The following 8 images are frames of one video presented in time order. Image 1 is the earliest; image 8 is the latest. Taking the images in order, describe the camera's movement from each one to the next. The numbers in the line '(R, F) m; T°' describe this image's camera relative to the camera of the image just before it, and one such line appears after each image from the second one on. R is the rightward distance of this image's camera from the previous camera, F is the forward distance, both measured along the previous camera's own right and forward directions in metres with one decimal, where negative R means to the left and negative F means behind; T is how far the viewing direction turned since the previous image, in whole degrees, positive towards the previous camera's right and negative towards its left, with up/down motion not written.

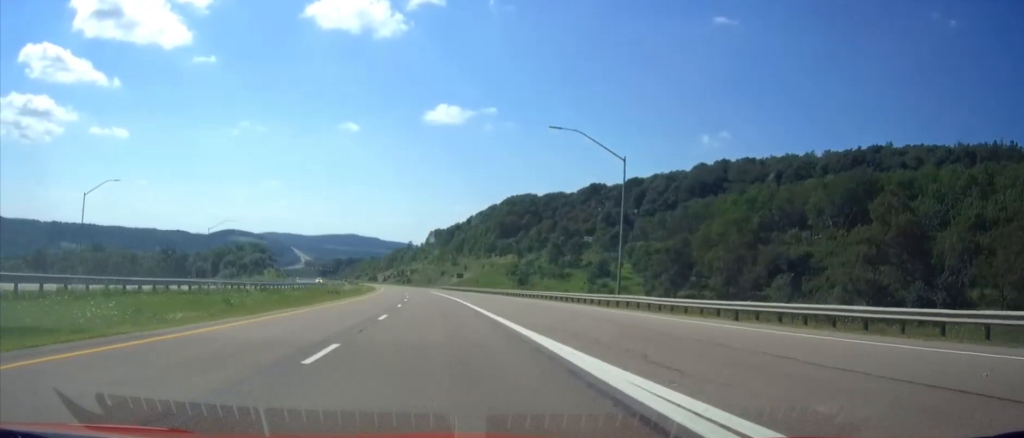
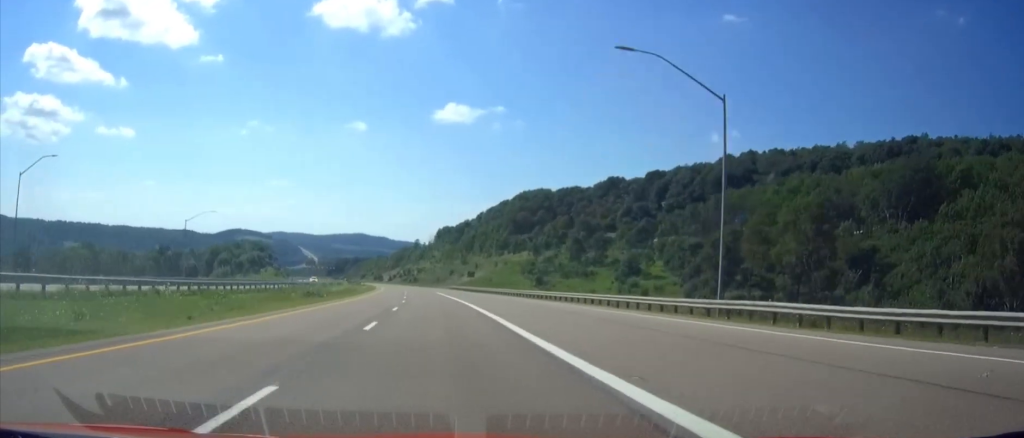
(0.0, +17.1) m; -1°
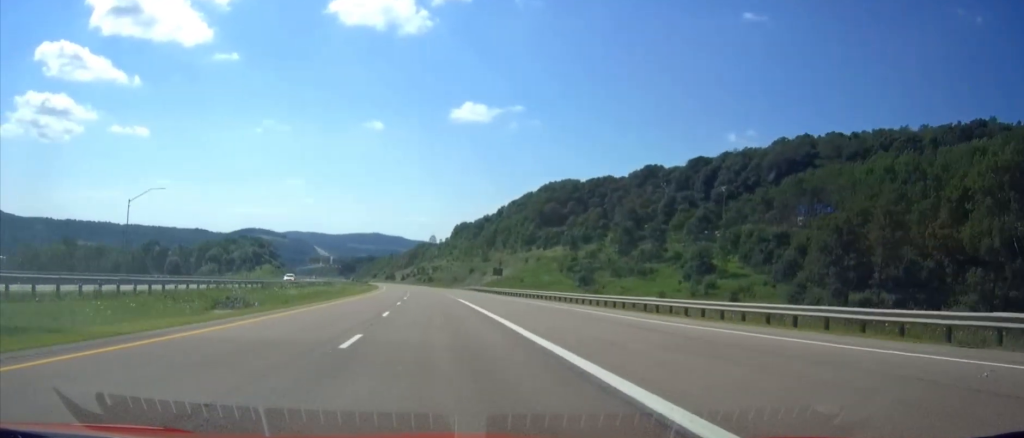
(-0.3, +29.6) m; -1°
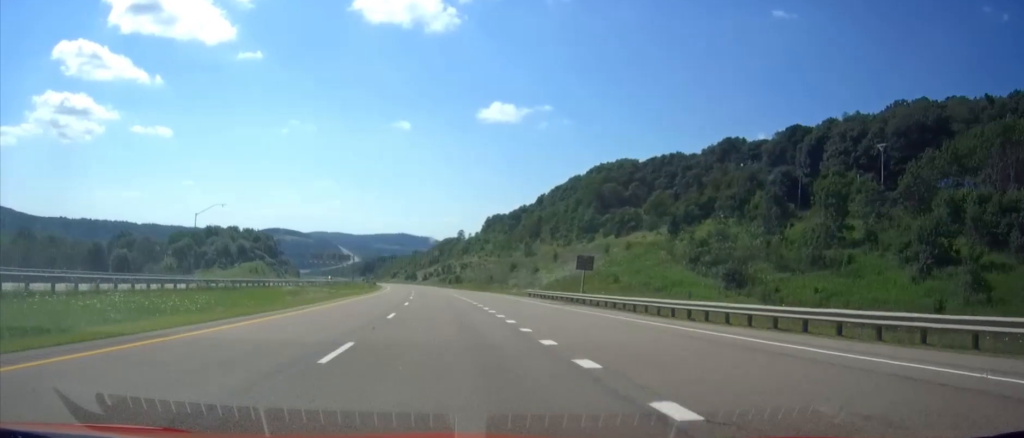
(-0.9, +50.9) m; -2°
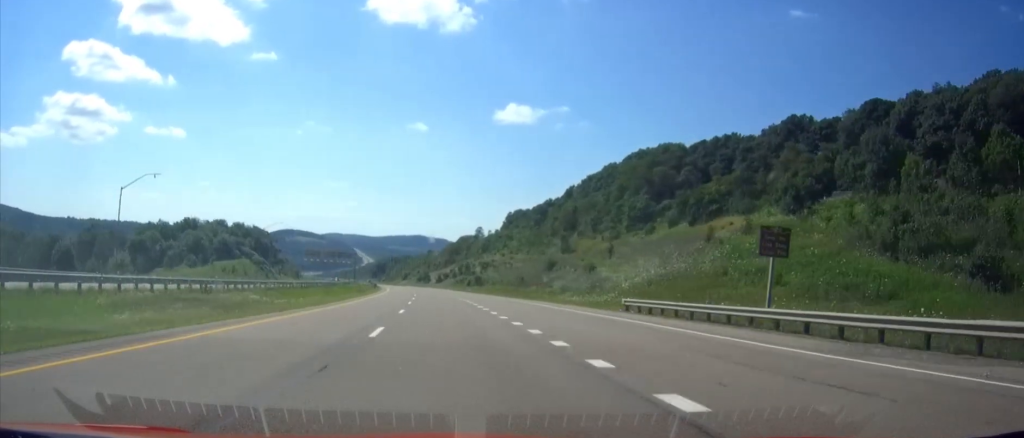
(-0.4, +32.6) m; -1°
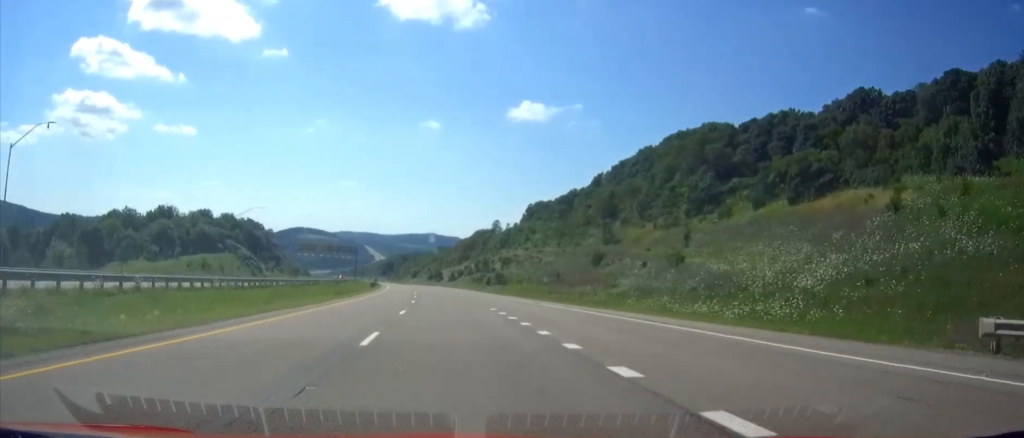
(-0.3, +26.9) m; -1°
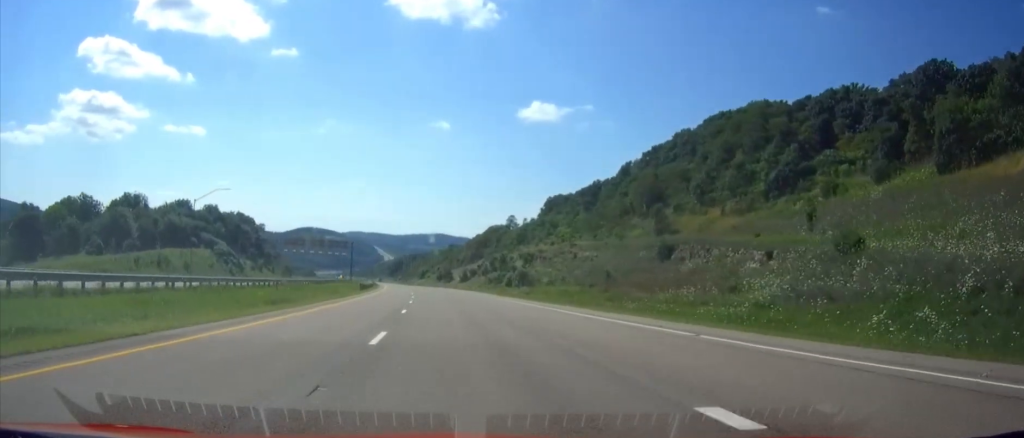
(-0.1, +24.7) m; -1°
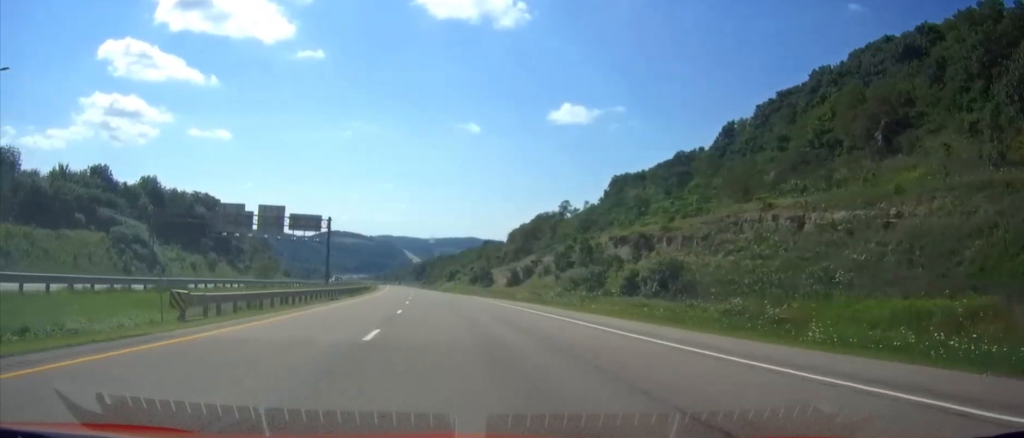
(-0.9, +60.6) m; -2°
